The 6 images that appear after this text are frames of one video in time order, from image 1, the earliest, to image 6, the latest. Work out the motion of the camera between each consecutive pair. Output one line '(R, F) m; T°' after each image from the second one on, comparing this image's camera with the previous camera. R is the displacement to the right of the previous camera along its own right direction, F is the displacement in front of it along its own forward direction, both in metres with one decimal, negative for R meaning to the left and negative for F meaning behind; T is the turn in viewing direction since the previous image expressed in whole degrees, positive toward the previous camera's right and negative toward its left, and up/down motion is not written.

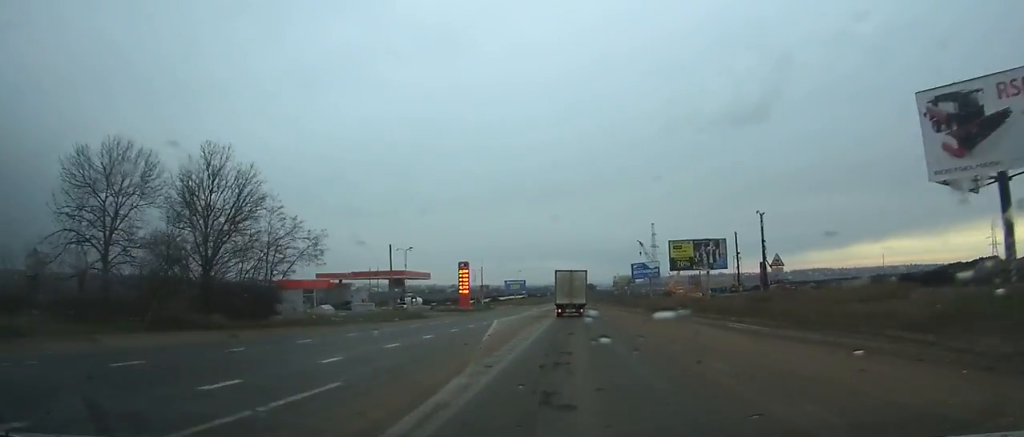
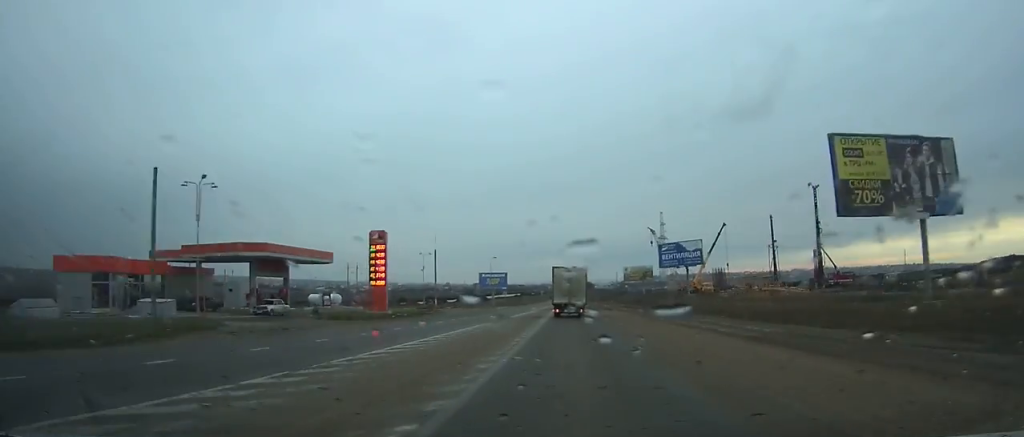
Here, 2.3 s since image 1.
(0.0, +39.1) m; 0°
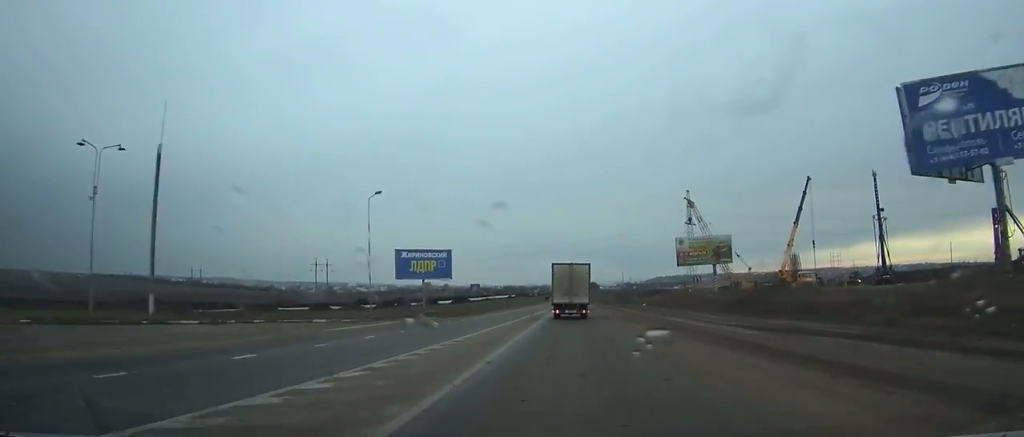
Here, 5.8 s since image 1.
(-0.4, +59.1) m; -1°
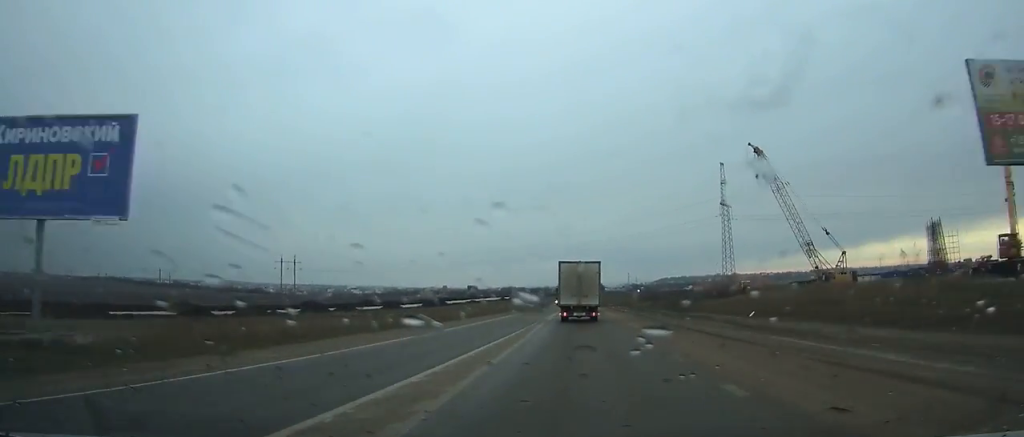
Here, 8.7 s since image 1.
(-0.1, +48.3) m; 0°
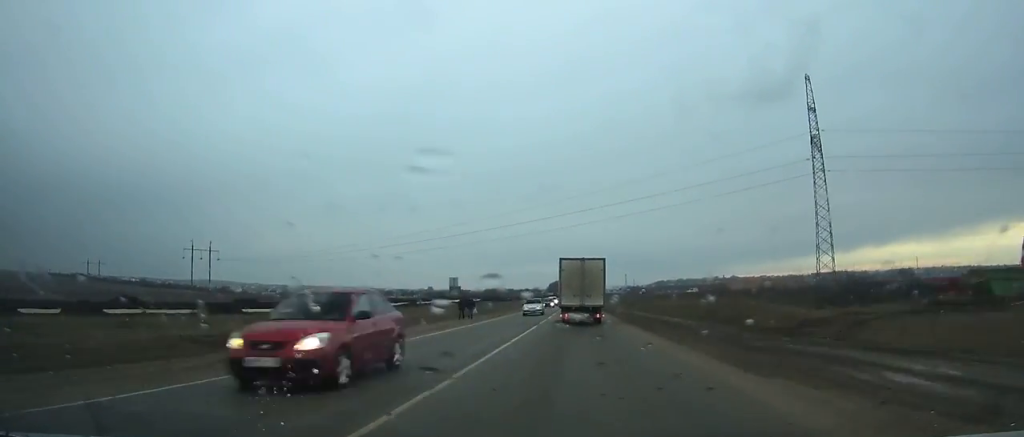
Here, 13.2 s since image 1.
(+0.5, +73.3) m; 0°
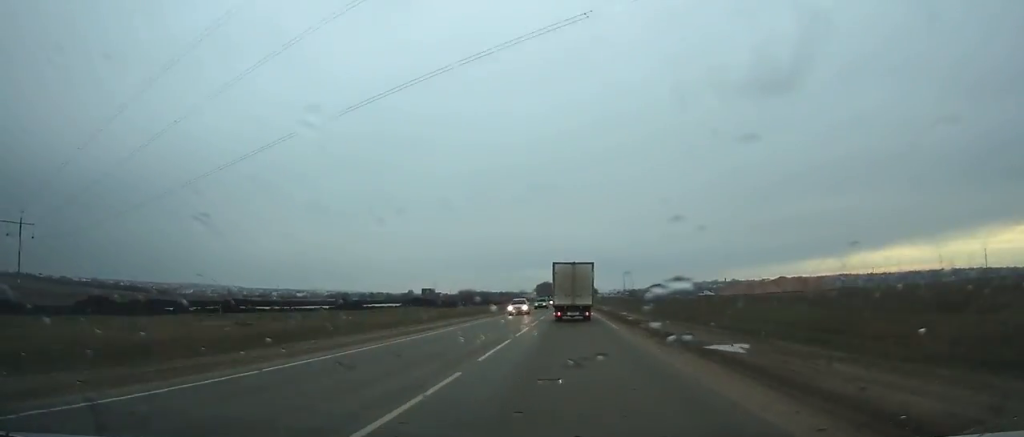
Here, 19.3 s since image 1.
(+0.2, +96.5) m; 0°
